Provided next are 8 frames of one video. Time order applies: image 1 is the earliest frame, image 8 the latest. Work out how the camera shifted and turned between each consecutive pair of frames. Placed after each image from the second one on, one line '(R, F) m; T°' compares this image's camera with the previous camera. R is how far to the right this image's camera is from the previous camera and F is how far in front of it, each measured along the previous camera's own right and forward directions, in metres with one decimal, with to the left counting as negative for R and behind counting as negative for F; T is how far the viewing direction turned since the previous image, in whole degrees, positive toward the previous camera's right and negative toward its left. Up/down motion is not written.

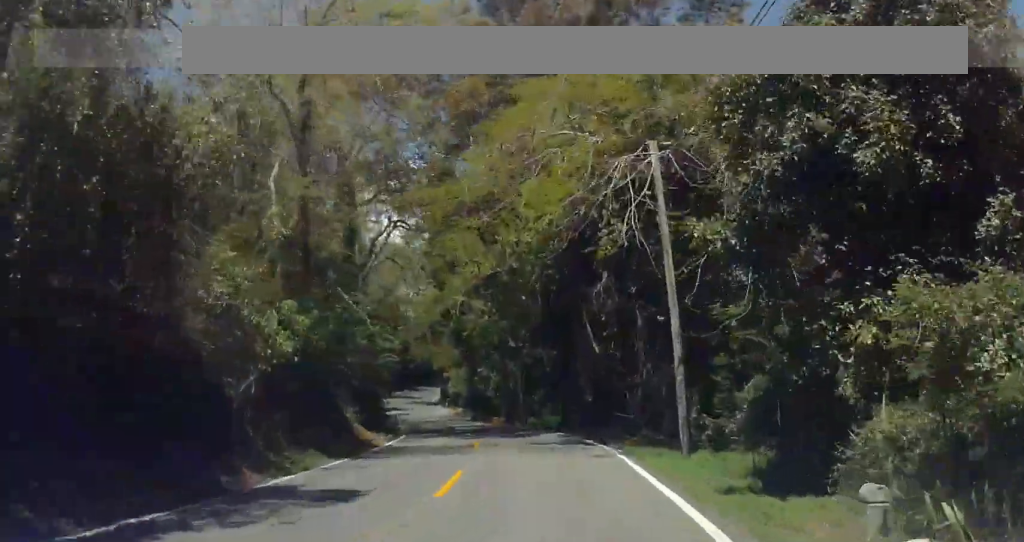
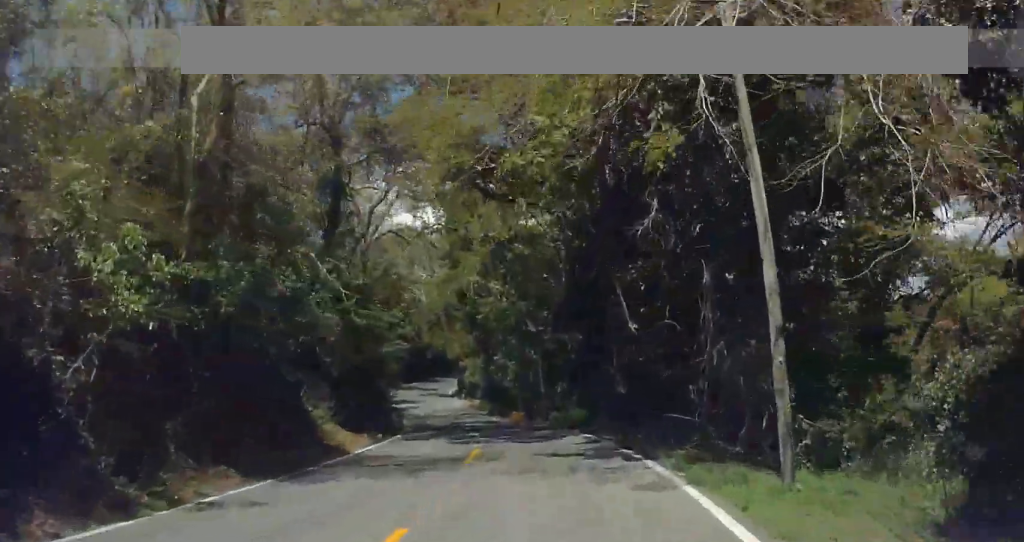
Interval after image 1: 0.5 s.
(+0.3, +8.9) m; +4°
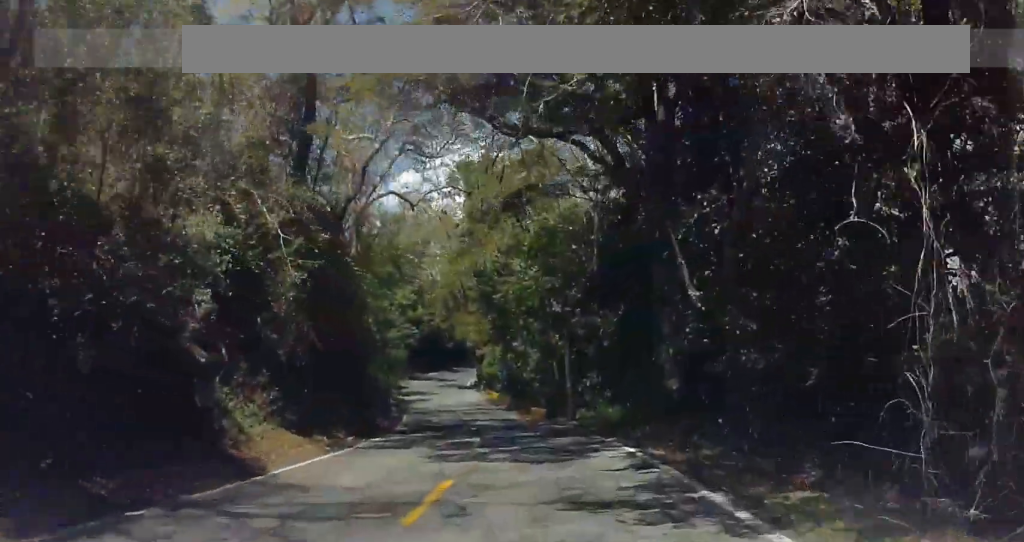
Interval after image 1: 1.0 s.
(0.0, +9.4) m; +6°
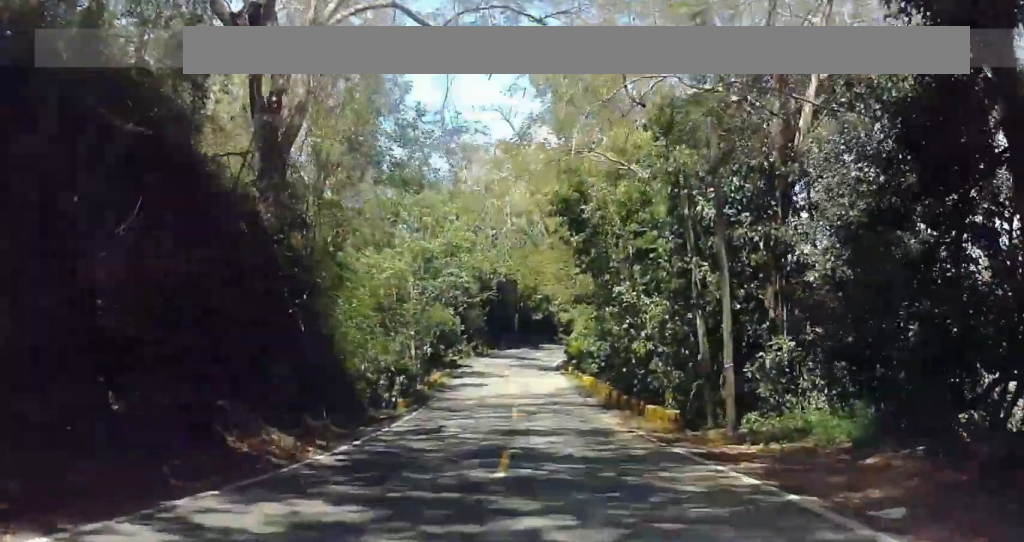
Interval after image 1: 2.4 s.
(+5.0, +19.7) m; +22°
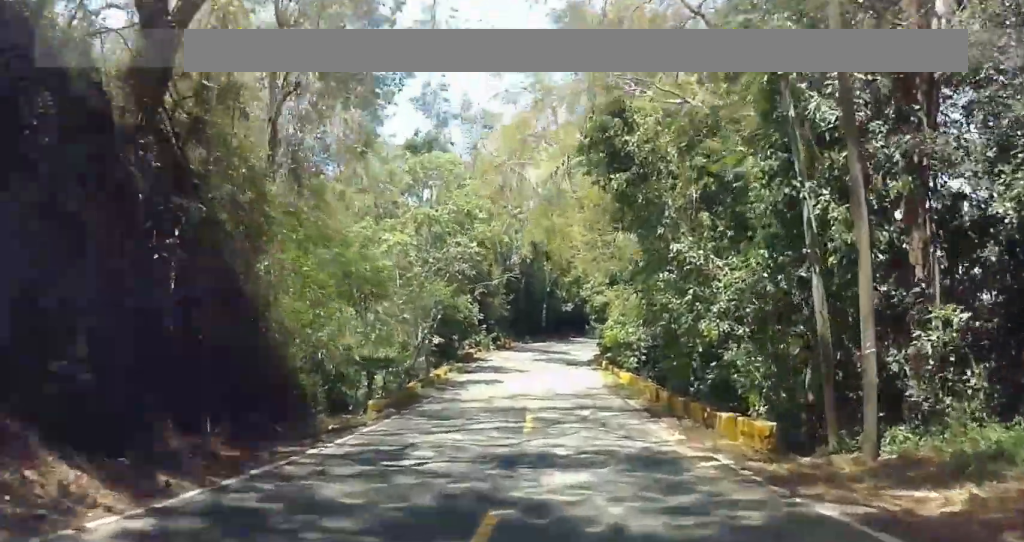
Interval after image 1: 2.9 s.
(+0.7, +8.4) m; +5°
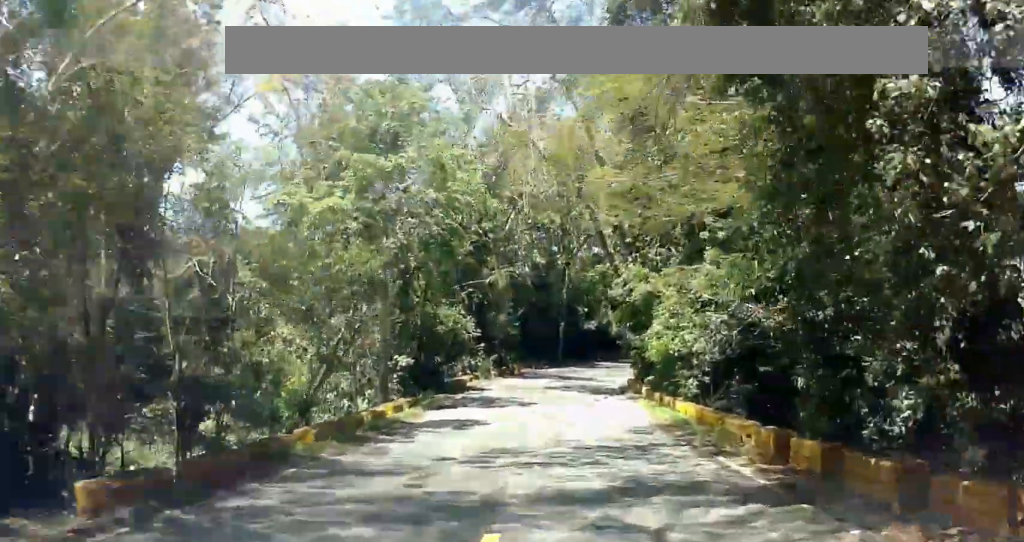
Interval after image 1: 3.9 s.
(0.0, +14.3) m; 0°
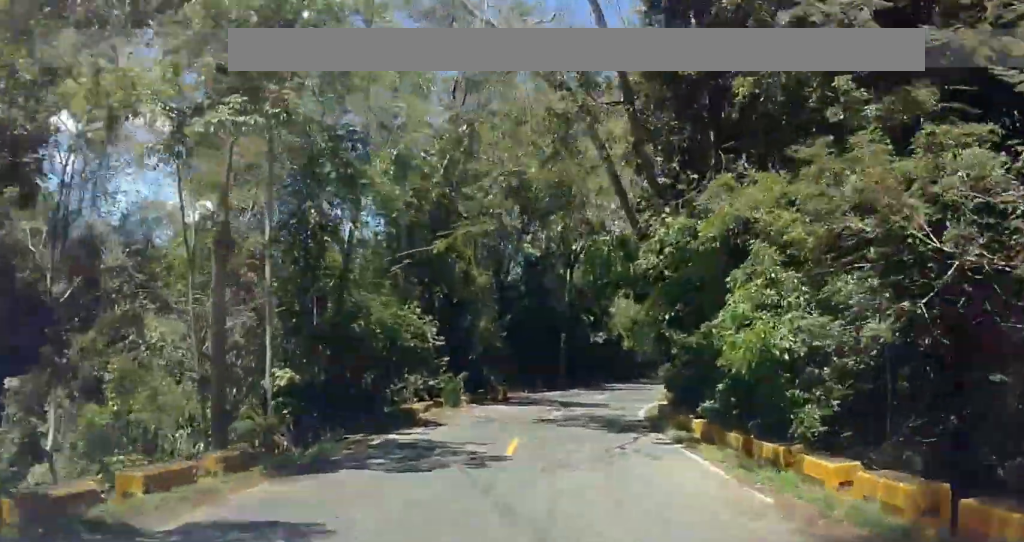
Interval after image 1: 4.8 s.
(0.0, +13.8) m; 0°
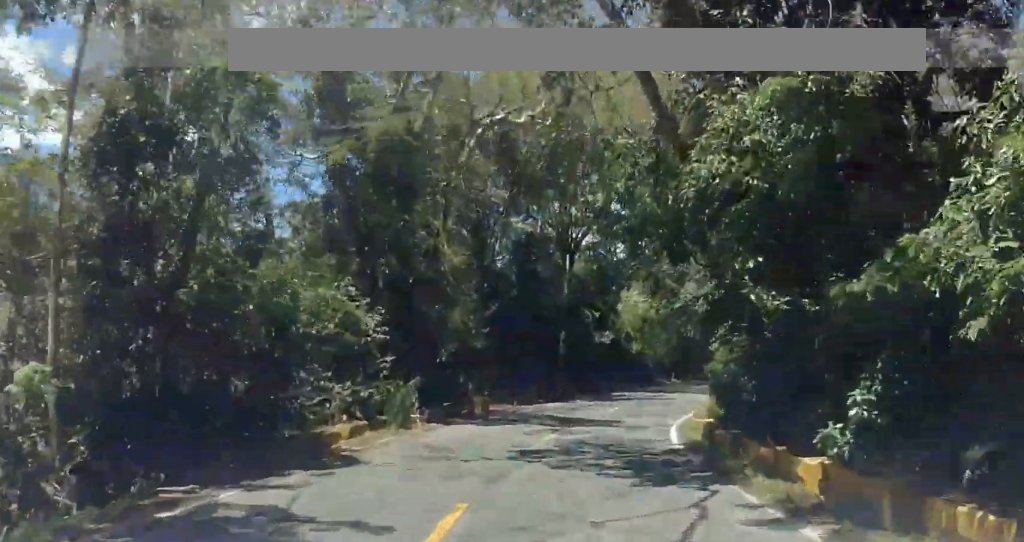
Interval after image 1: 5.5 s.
(0.0, +10.0) m; 0°
